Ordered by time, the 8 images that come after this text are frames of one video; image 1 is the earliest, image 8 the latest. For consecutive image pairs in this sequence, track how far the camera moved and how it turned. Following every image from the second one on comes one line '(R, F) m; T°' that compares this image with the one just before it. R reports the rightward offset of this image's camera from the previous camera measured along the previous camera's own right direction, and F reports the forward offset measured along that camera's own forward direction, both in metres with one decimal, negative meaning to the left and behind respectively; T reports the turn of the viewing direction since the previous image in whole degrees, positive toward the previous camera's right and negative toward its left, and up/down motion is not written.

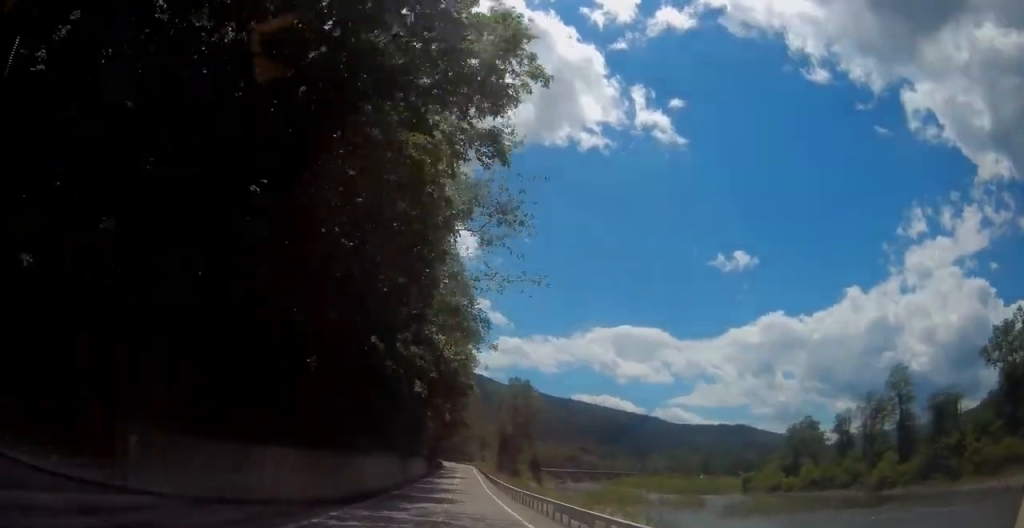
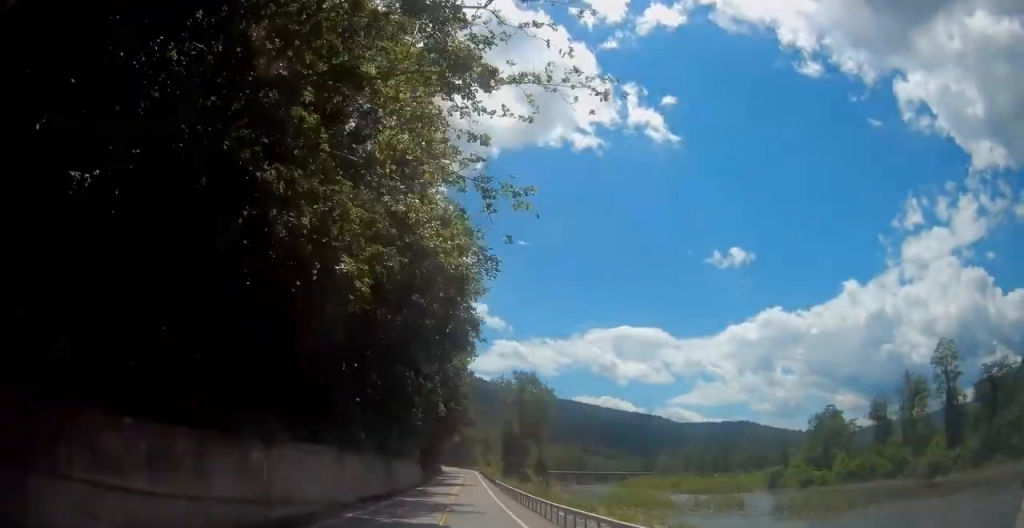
(-0.3, +15.3) m; -1°
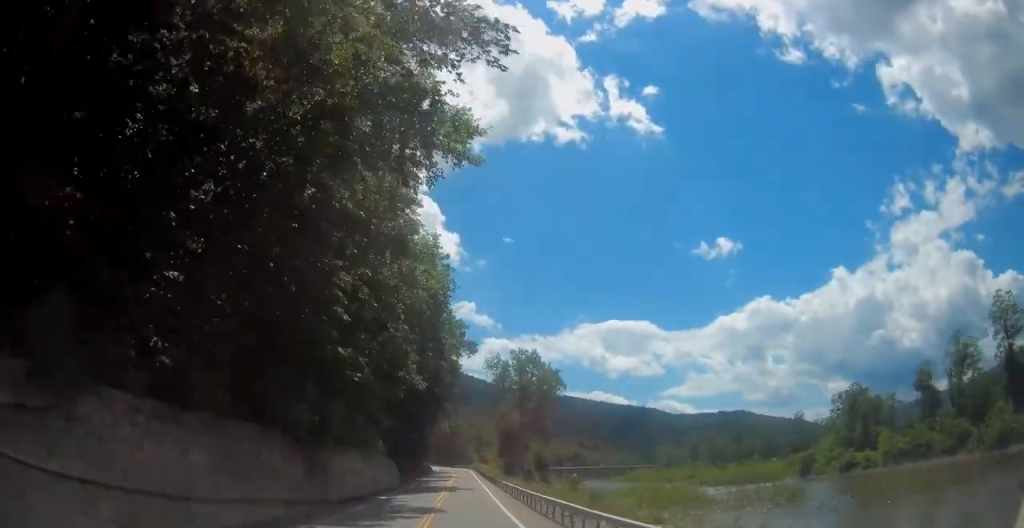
(+0.3, +20.0) m; 0°
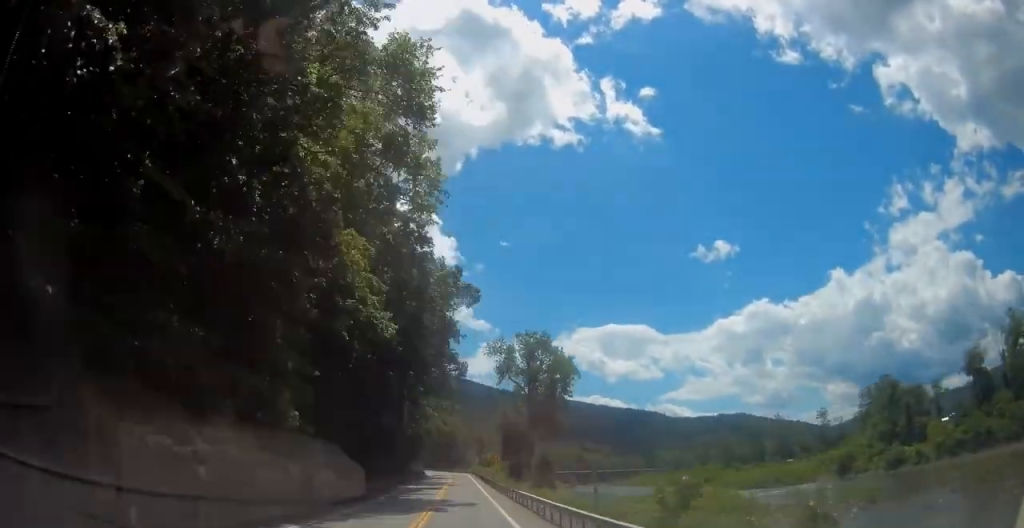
(-0.2, +17.6) m; -1°
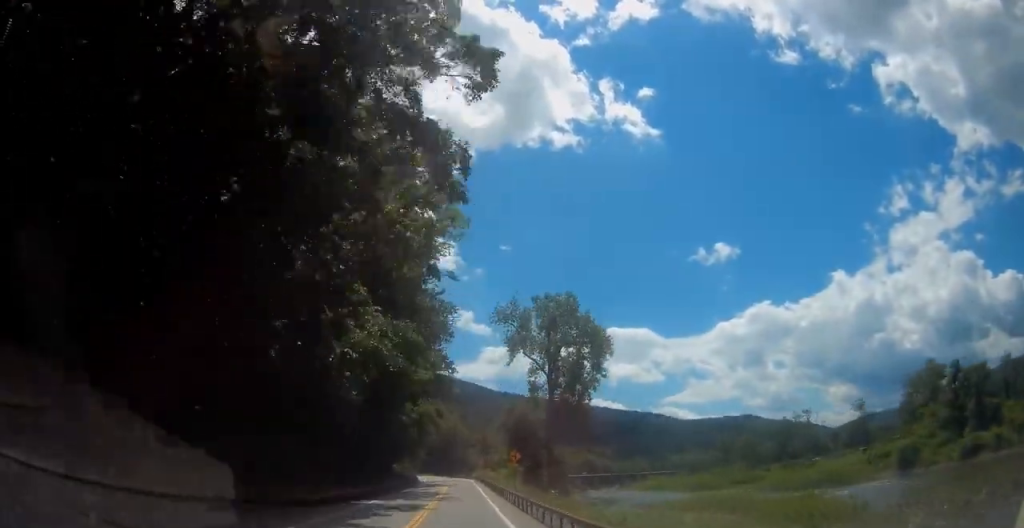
(-0.1, +22.0) m; 0°
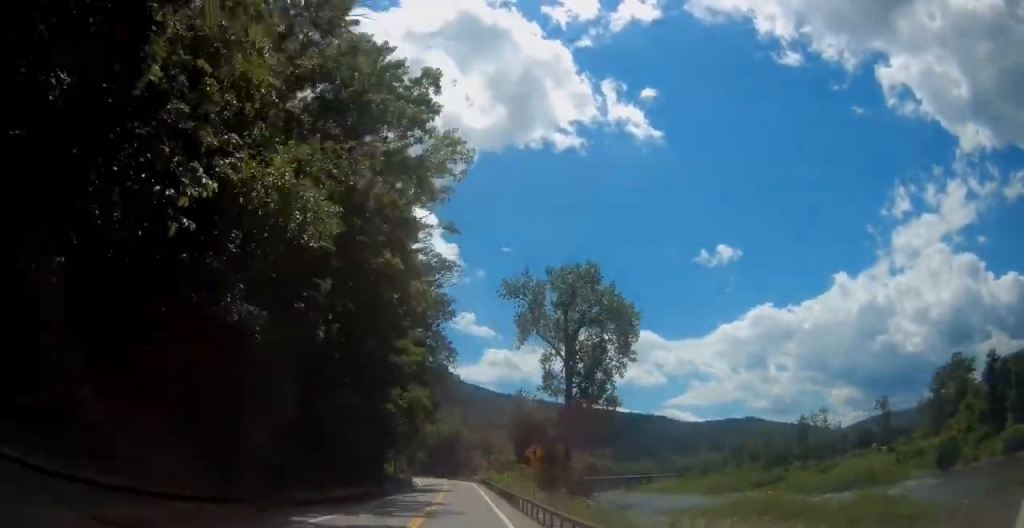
(0.0, +11.3) m; 0°
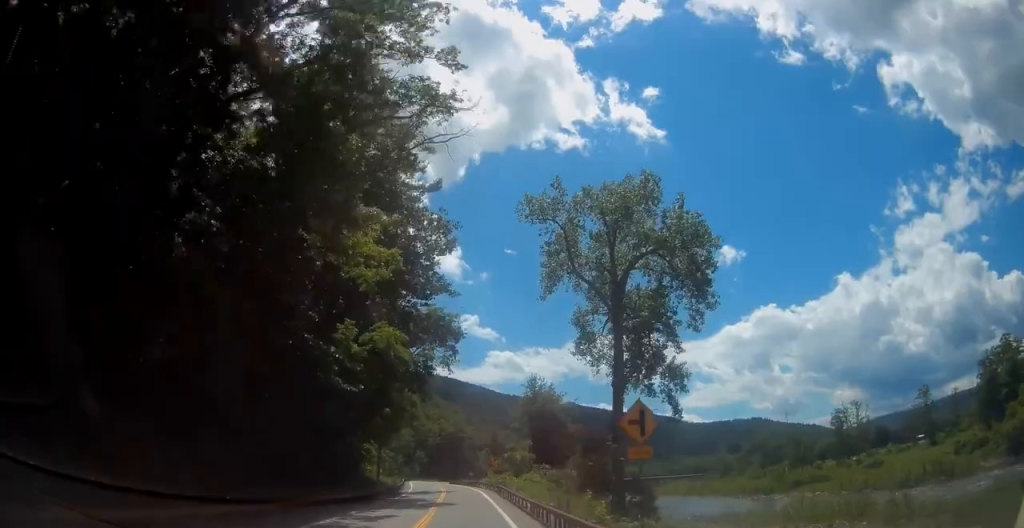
(-0.1, +19.5) m; 0°
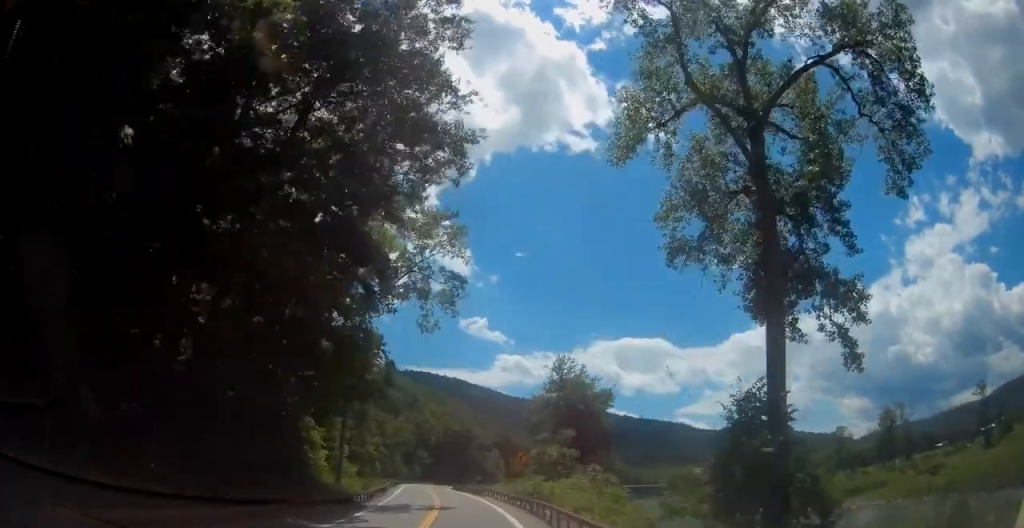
(0.0, +22.7) m; -1°
